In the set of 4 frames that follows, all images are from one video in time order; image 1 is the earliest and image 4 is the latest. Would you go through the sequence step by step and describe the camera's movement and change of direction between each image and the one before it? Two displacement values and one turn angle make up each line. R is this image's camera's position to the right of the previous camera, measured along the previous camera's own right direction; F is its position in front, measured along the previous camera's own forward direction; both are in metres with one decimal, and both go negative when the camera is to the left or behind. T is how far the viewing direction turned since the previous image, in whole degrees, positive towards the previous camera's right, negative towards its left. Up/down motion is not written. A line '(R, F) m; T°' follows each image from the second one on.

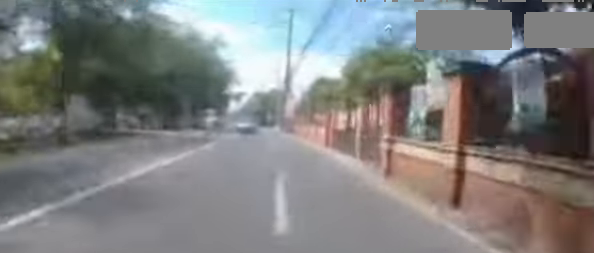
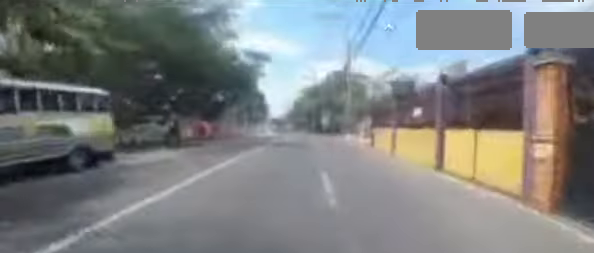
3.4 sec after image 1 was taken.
(-3.5, +34.8) m; -6°
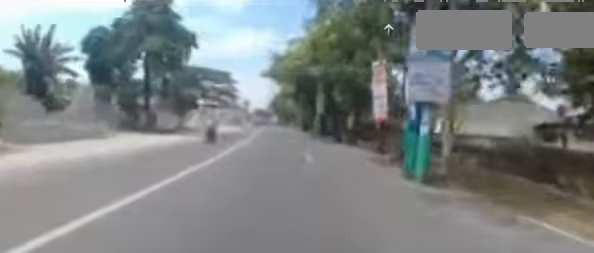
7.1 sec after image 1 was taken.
(-0.6, +42.0) m; -1°
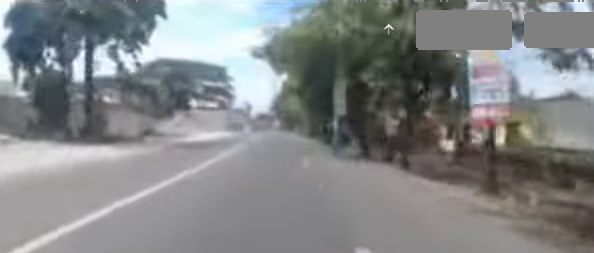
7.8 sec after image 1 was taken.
(-0.1, +8.4) m; -2°
